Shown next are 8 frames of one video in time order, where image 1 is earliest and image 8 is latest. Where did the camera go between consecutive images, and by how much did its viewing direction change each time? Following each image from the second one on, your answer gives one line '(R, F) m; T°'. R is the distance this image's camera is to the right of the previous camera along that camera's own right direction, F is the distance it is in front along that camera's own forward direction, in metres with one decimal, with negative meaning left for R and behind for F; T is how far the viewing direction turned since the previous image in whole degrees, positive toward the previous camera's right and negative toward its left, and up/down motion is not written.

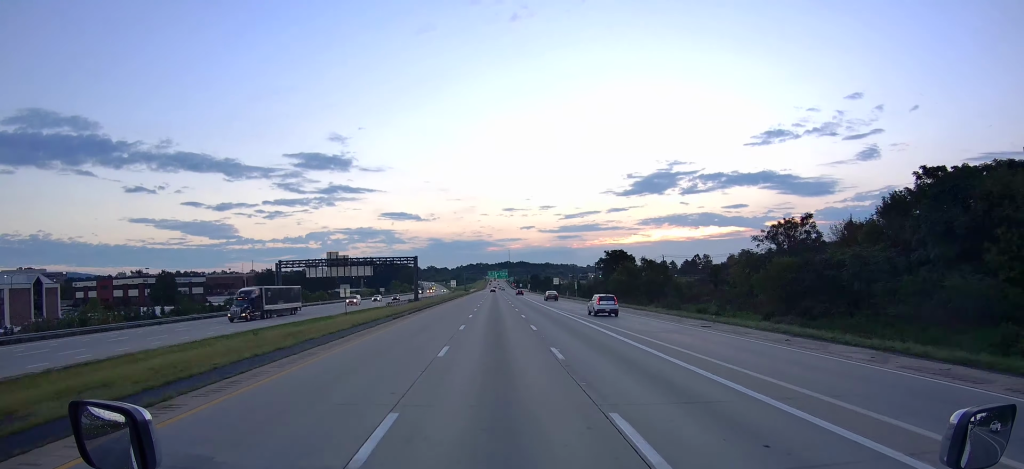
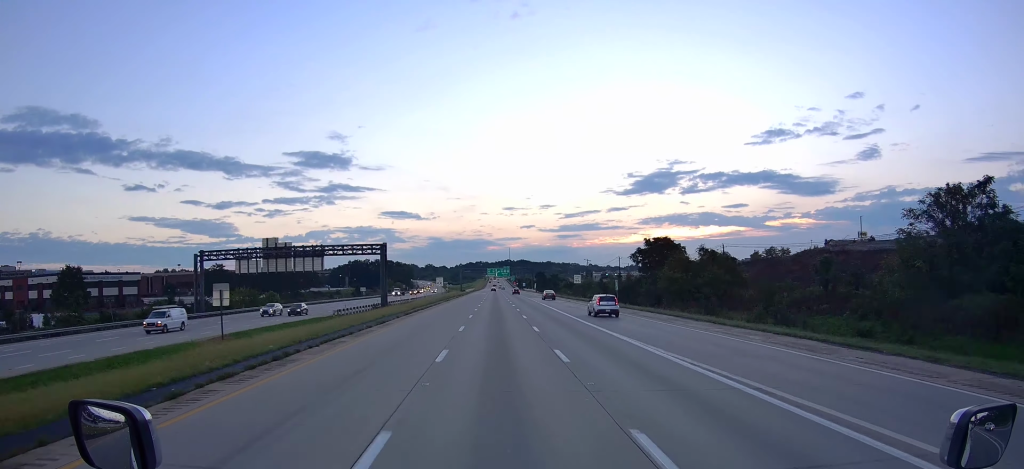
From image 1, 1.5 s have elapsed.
(0.0, +38.1) m; 0°
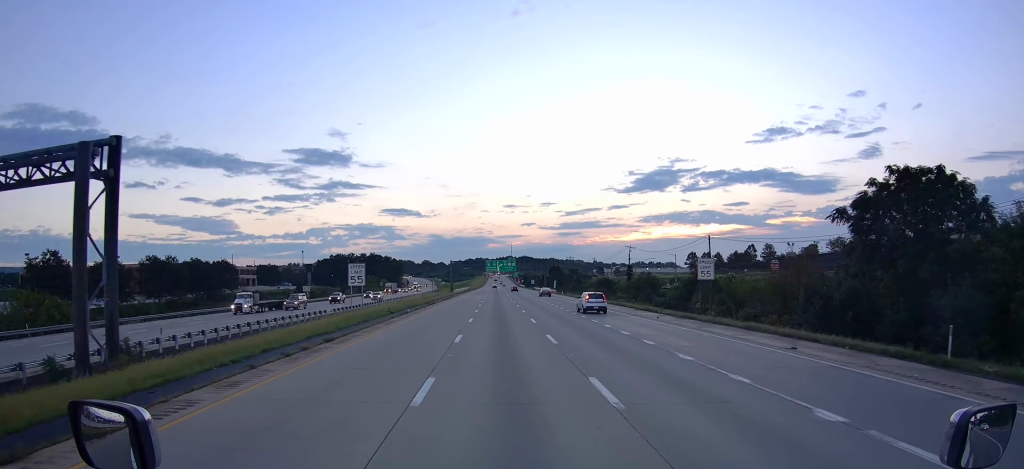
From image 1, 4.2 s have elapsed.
(-0.1, +68.1) m; 0°
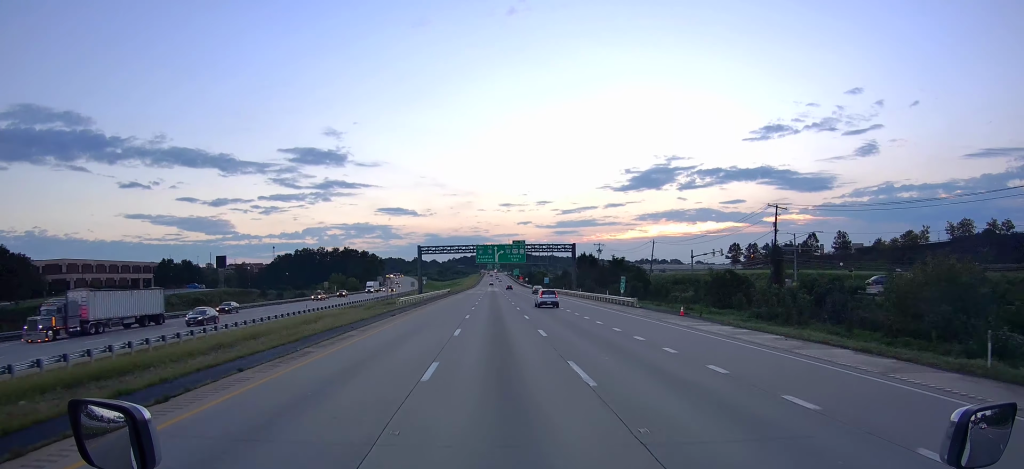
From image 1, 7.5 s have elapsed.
(+0.5, +83.0) m; 0°
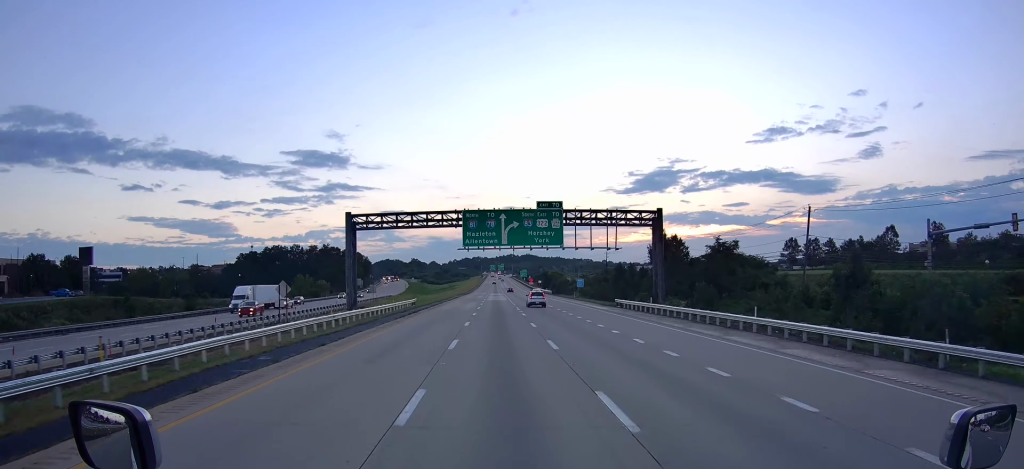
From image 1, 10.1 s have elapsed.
(-0.3, +65.3) m; 0°
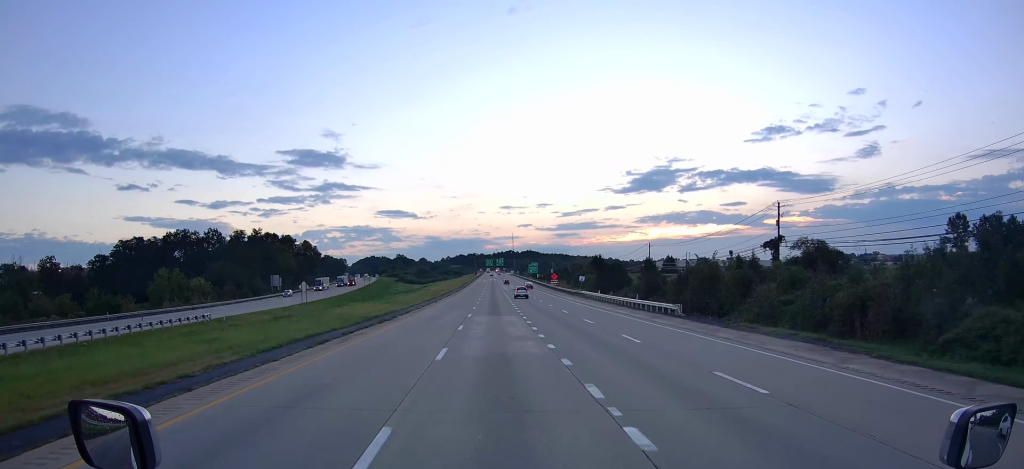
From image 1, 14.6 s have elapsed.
(+0.2, +113.5) m; 0°
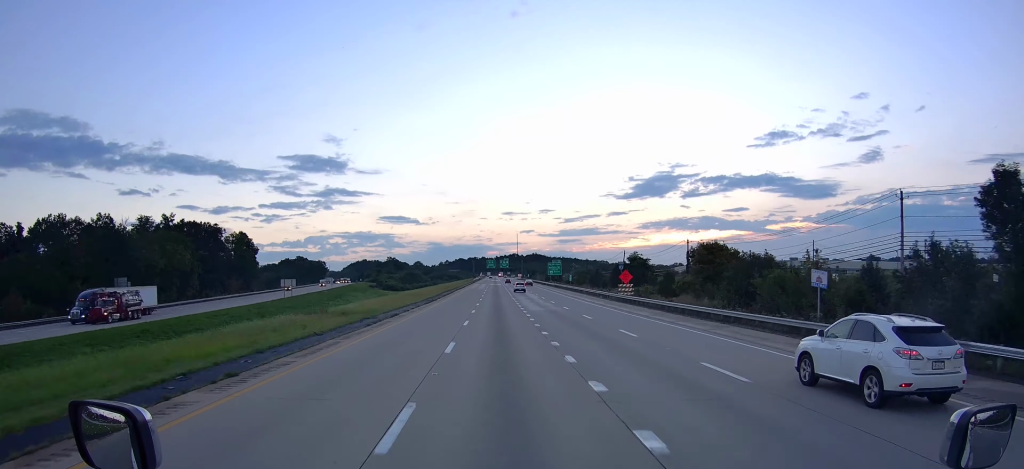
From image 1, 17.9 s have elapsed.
(-0.1, +83.2) m; 0°
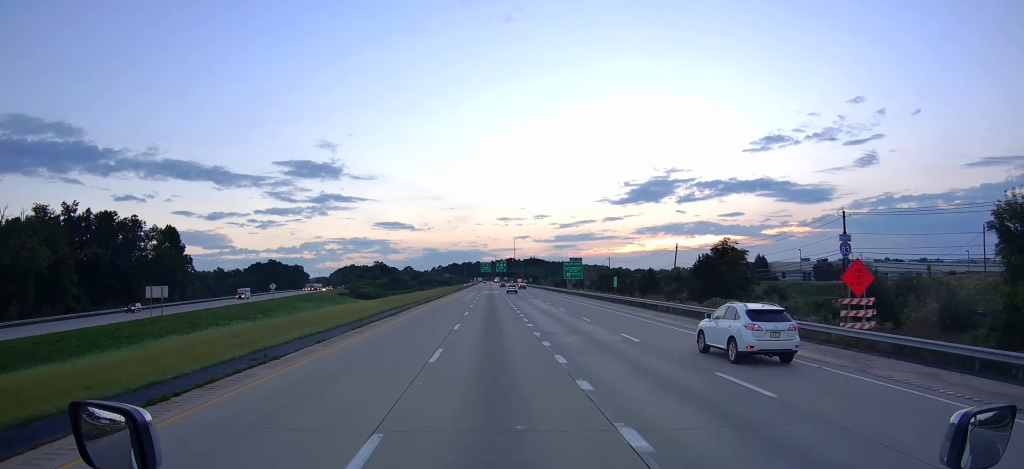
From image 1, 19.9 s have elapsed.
(0.0, +50.2) m; 0°
